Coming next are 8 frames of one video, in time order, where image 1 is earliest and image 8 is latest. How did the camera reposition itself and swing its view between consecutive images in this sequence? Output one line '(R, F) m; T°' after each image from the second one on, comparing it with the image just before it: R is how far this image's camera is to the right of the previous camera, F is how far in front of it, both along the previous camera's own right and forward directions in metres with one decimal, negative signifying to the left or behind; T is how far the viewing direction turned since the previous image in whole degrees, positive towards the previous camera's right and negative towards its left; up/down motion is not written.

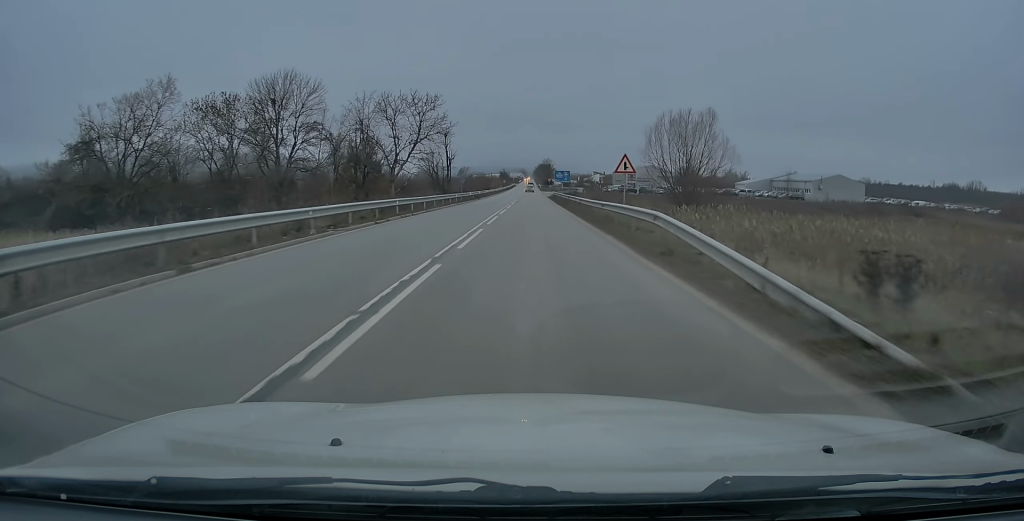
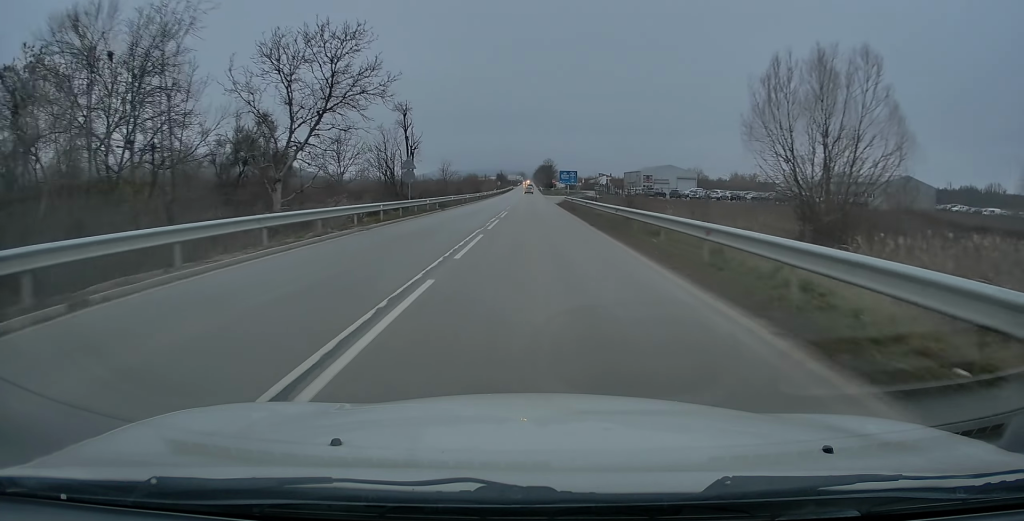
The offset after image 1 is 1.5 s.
(+0.2, +27.8) m; +1°
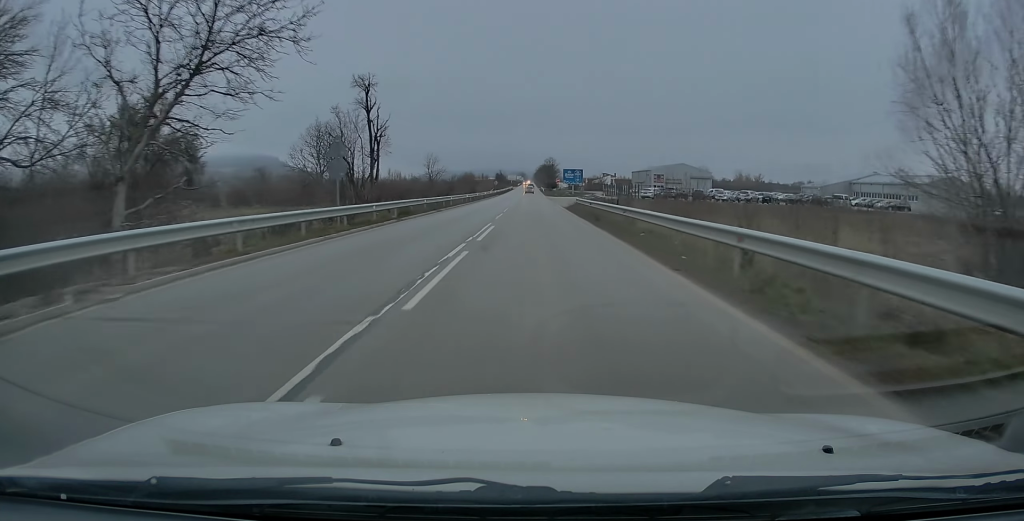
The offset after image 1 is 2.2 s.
(+0.1, +13.6) m; 0°
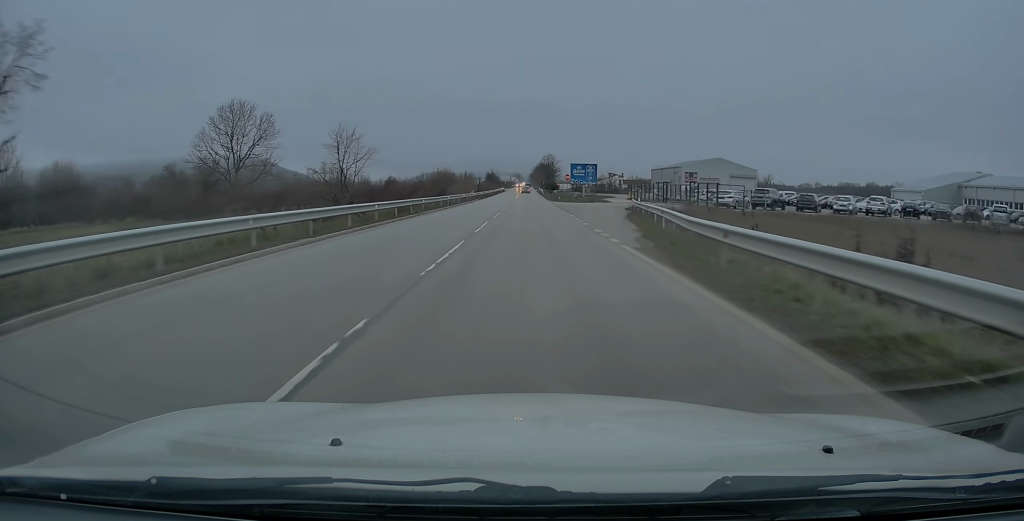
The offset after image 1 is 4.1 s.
(-0.4, +35.2) m; 0°
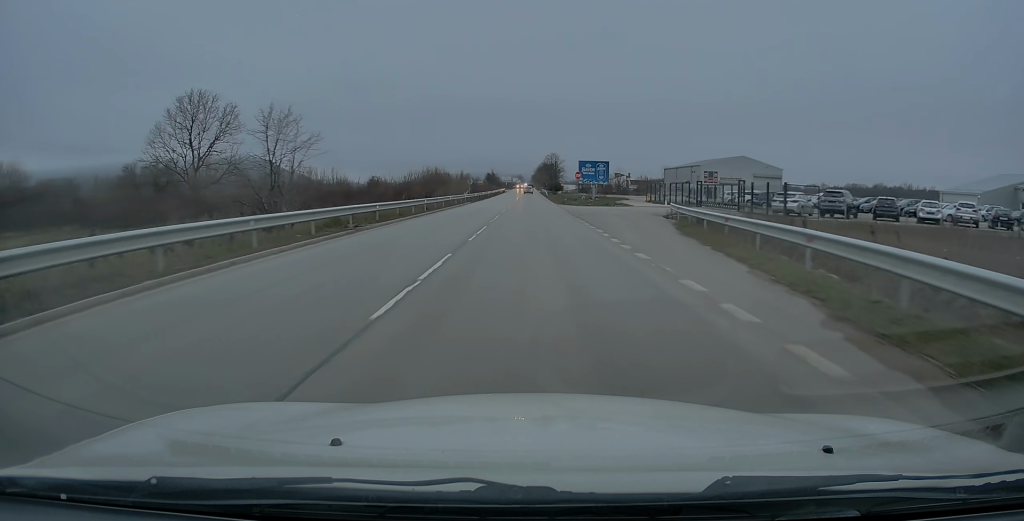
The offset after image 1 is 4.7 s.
(+0.1, +12.1) m; 0°
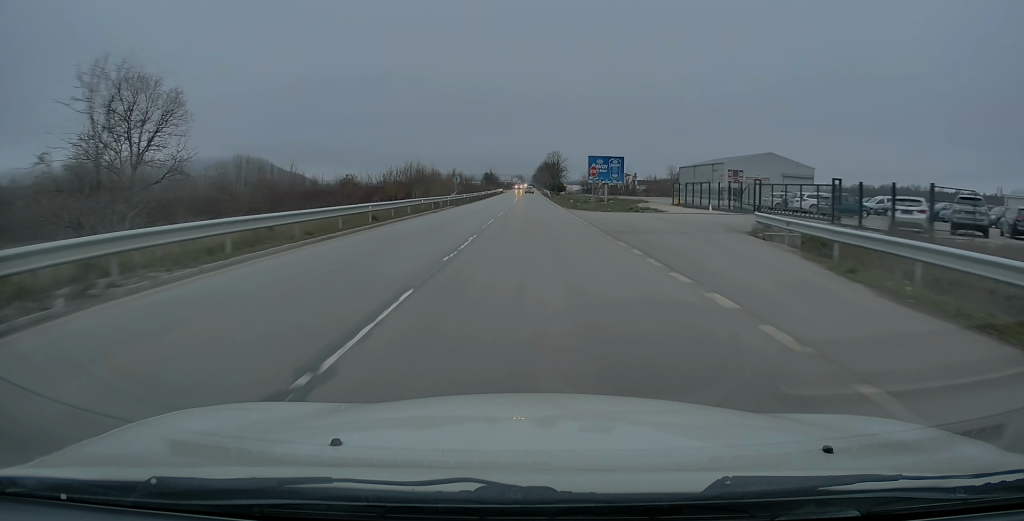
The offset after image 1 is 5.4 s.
(0.0, +13.4) m; 0°
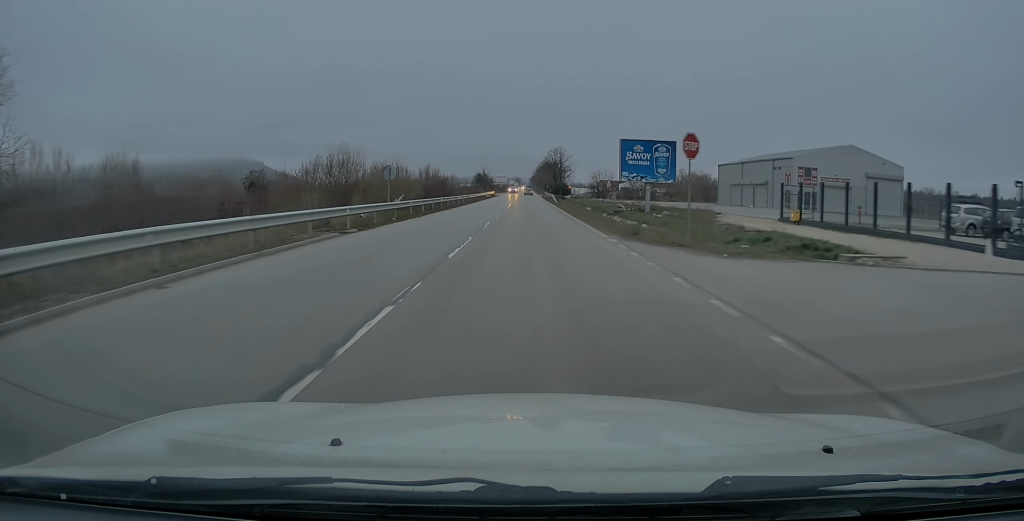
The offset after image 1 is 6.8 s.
(0.0, +26.8) m; 0°
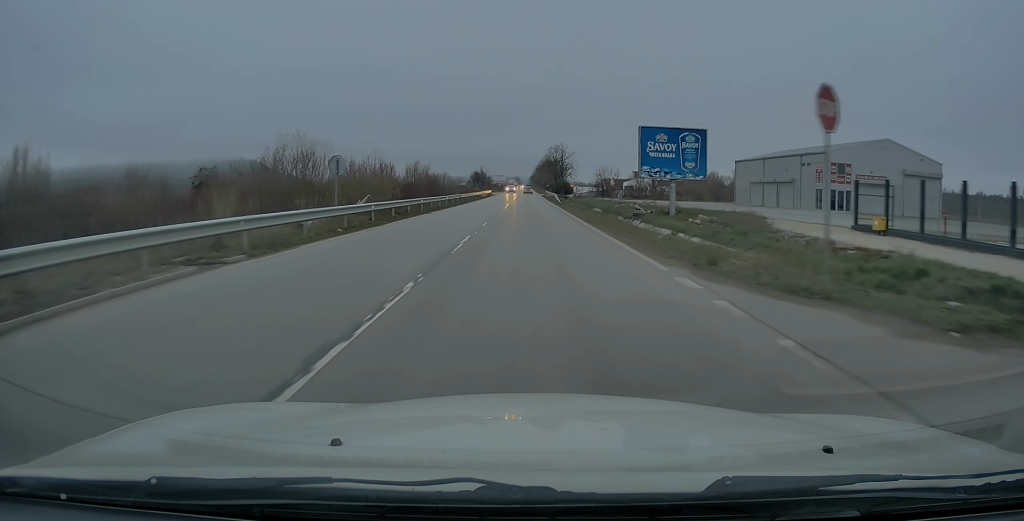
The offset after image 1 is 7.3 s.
(0.0, +8.3) m; 0°
